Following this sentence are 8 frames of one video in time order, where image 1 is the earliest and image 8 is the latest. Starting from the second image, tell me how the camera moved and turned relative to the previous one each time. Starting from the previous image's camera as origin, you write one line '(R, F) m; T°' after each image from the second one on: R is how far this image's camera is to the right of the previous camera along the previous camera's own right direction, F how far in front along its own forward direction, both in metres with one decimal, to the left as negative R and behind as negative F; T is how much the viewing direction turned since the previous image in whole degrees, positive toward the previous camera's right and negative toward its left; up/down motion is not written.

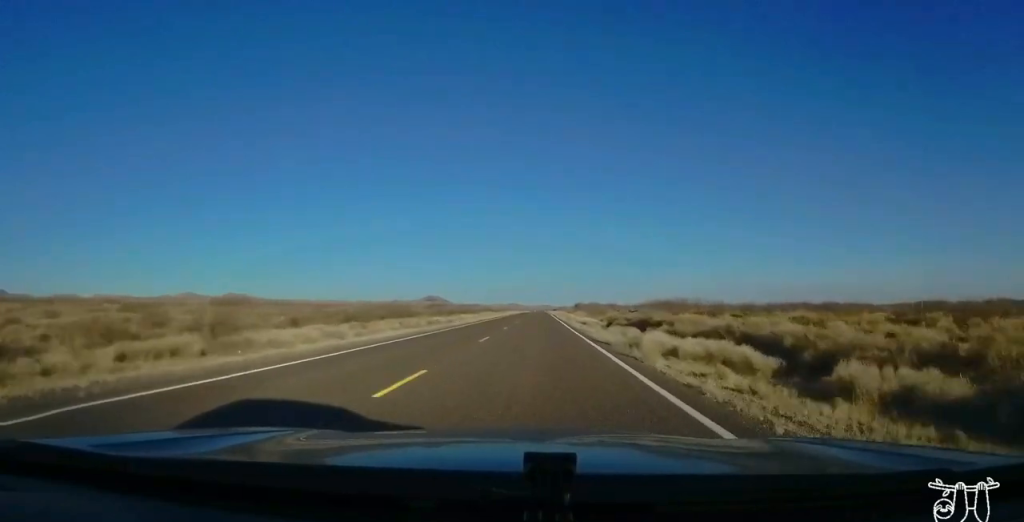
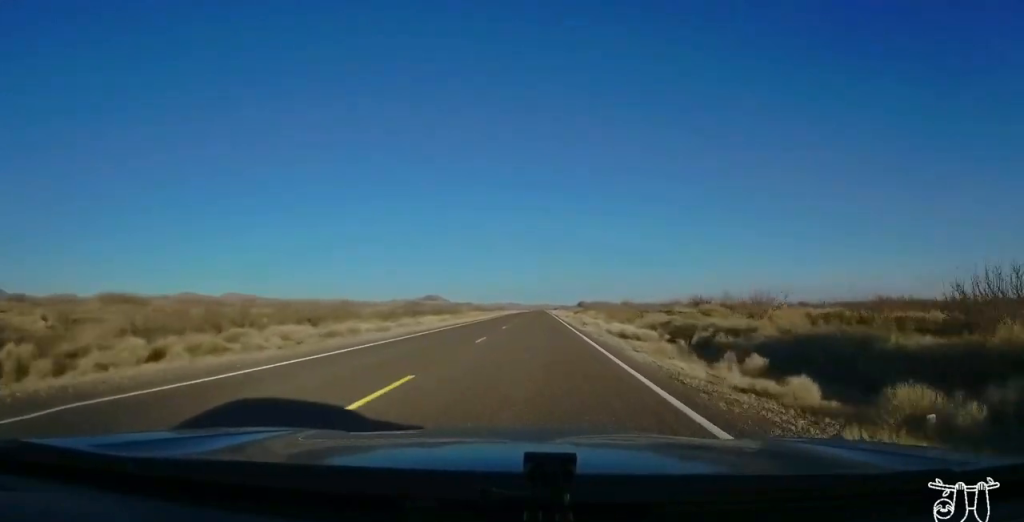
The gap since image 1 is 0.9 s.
(0.0, +25.3) m; -1°
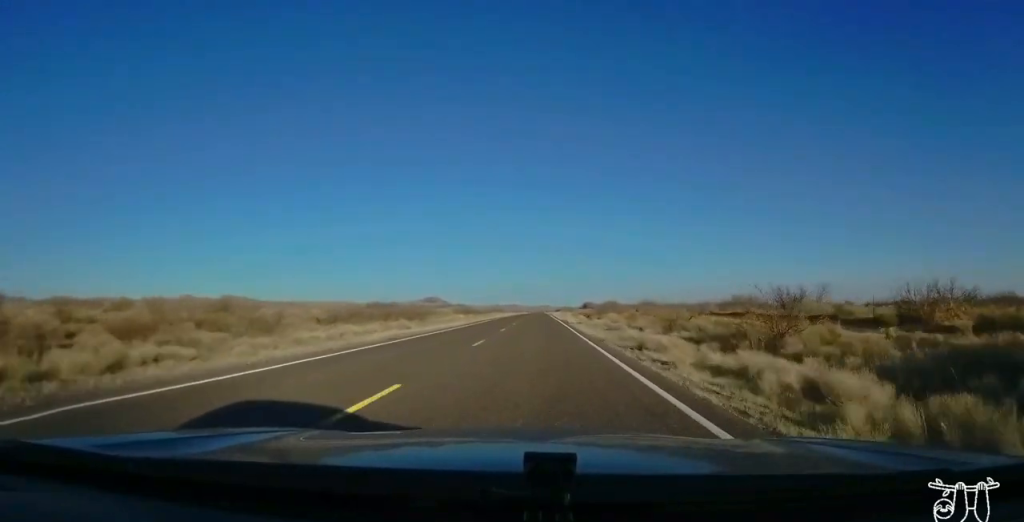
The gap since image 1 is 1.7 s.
(-0.3, +25.2) m; 0°
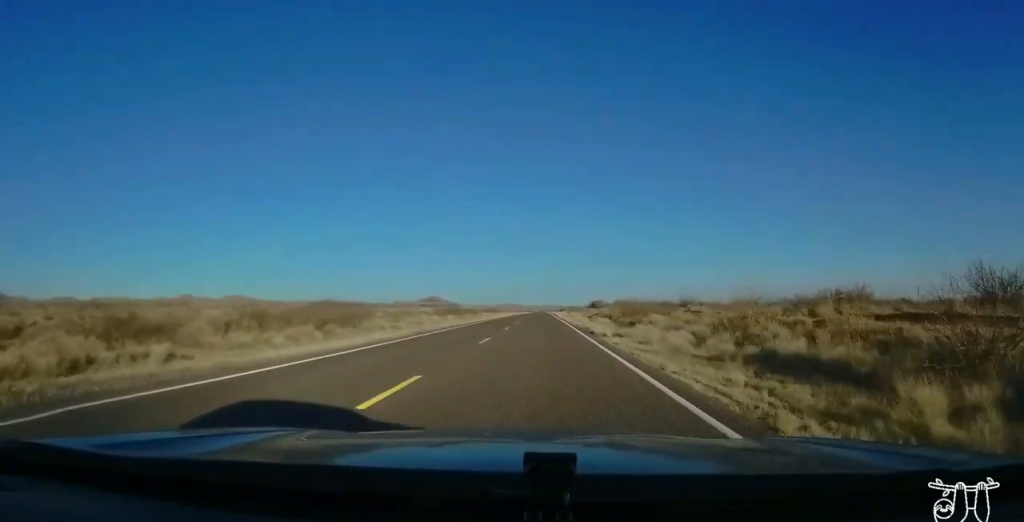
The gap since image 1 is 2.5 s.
(+0.2, +23.4) m; 0°
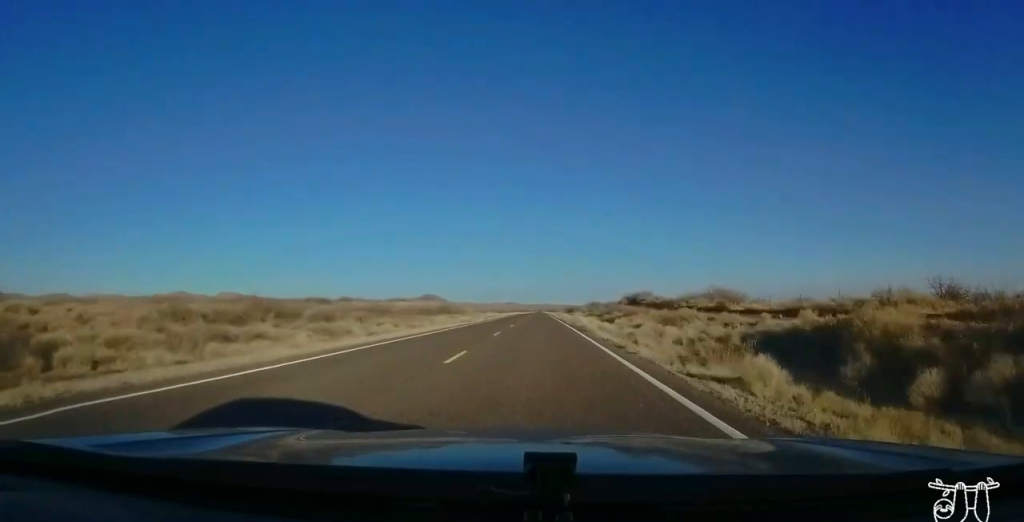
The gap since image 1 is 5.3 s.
(+0.4, +80.1) m; +1°
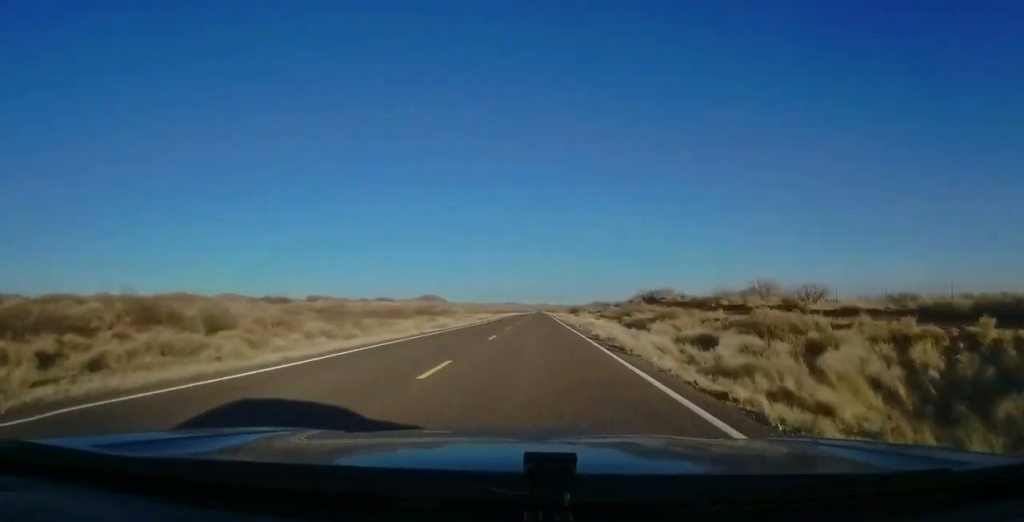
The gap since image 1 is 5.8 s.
(-0.1, +14.6) m; 0°
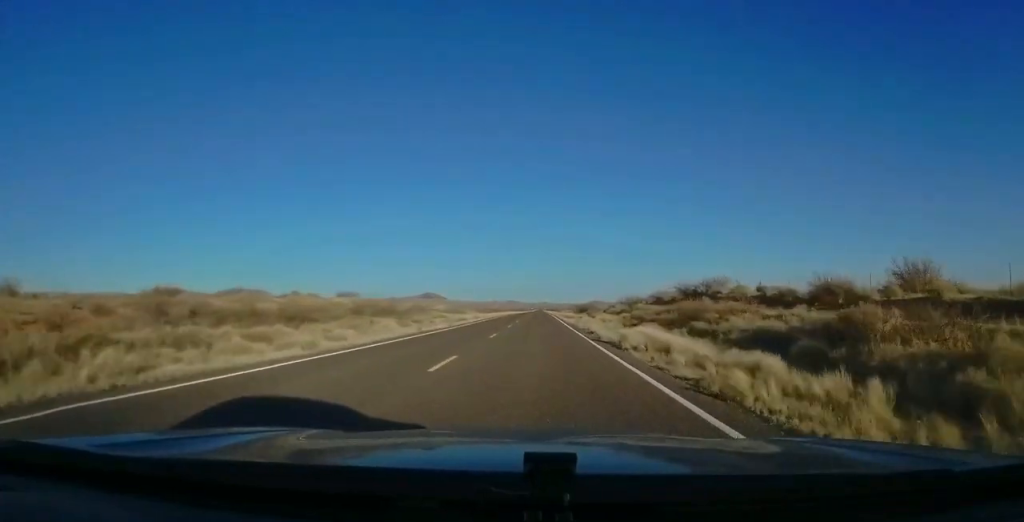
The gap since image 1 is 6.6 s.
(+0.4, +23.4) m; -1°
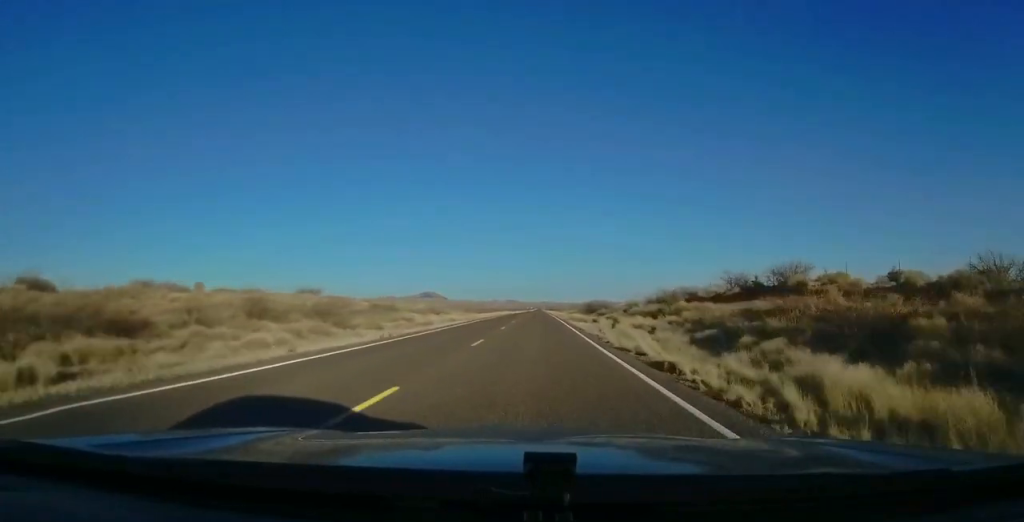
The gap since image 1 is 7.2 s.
(-0.1, +17.5) m; -1°
